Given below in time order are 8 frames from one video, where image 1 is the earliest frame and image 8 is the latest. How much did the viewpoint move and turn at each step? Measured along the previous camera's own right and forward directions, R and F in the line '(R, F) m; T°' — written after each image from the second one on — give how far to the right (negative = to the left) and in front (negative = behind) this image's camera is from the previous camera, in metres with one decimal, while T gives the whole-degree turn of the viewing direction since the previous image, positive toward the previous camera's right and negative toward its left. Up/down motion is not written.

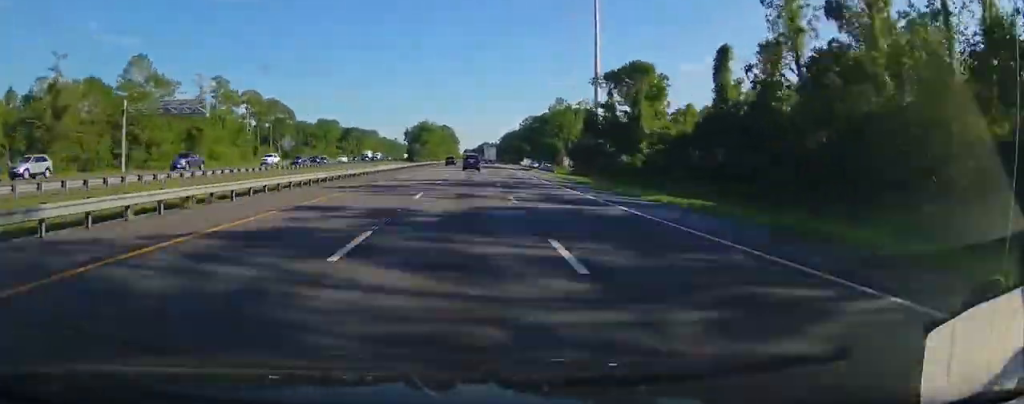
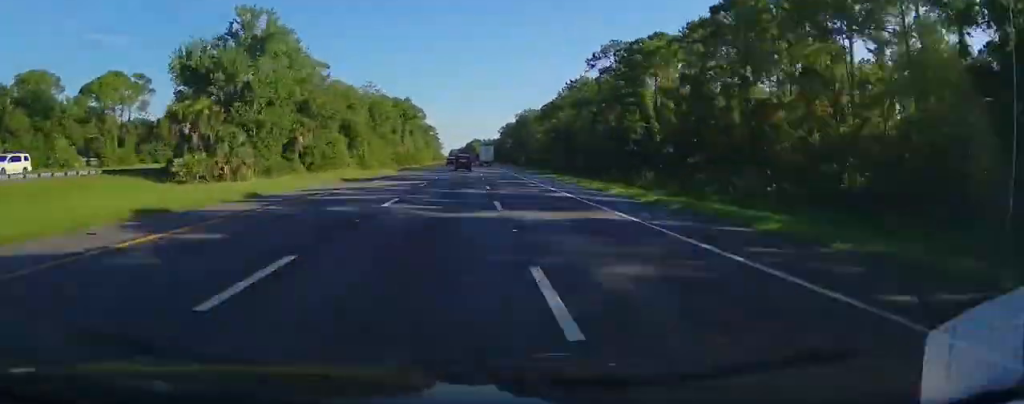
(+0.9, +146.5) m; 0°
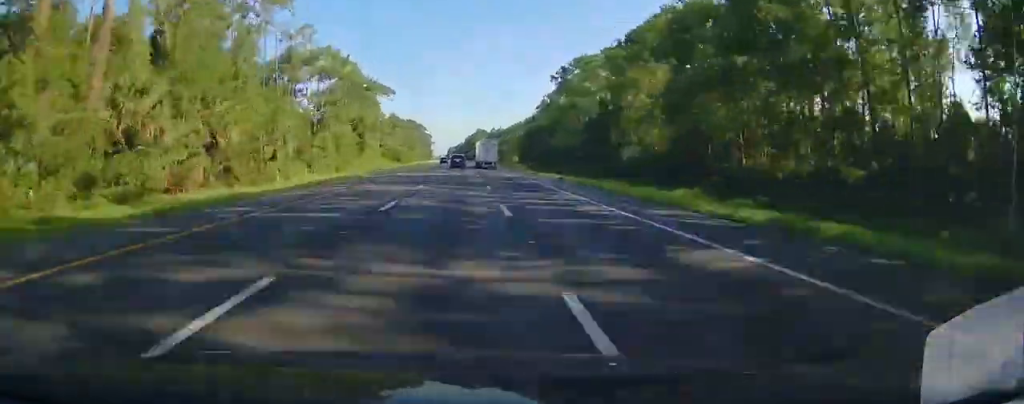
(-1.5, +166.9) m; -1°
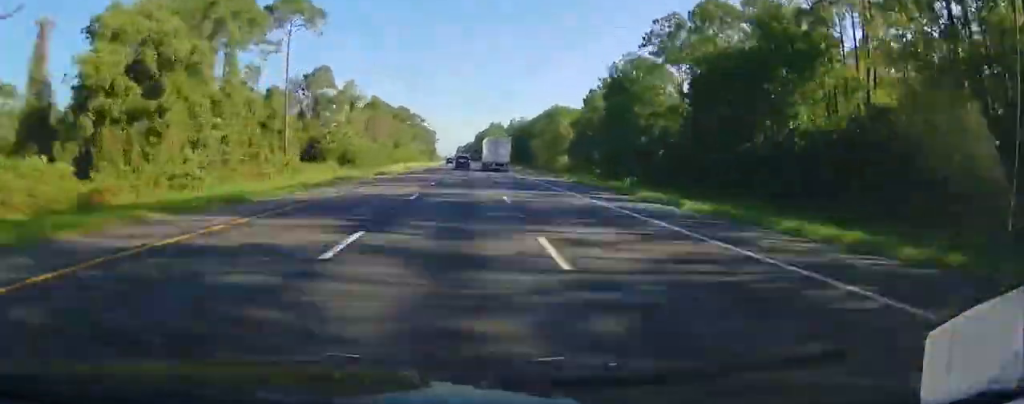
(-0.5, +74.7) m; -1°
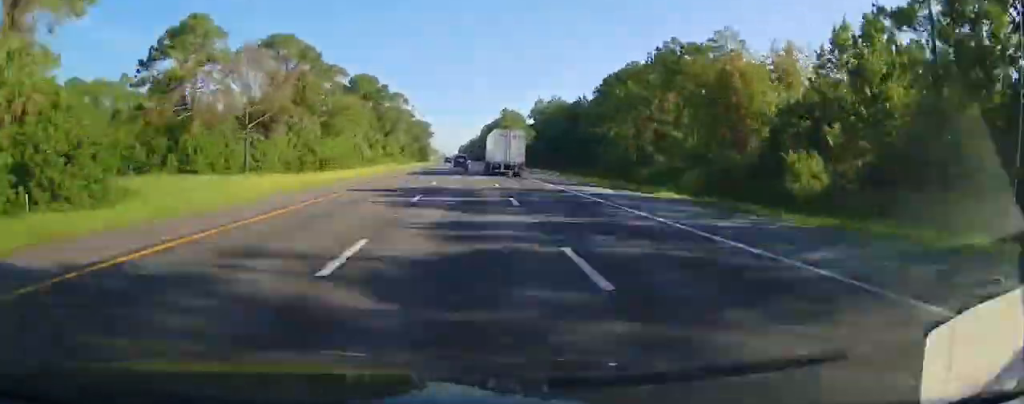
(-0.6, +80.7) m; 0°
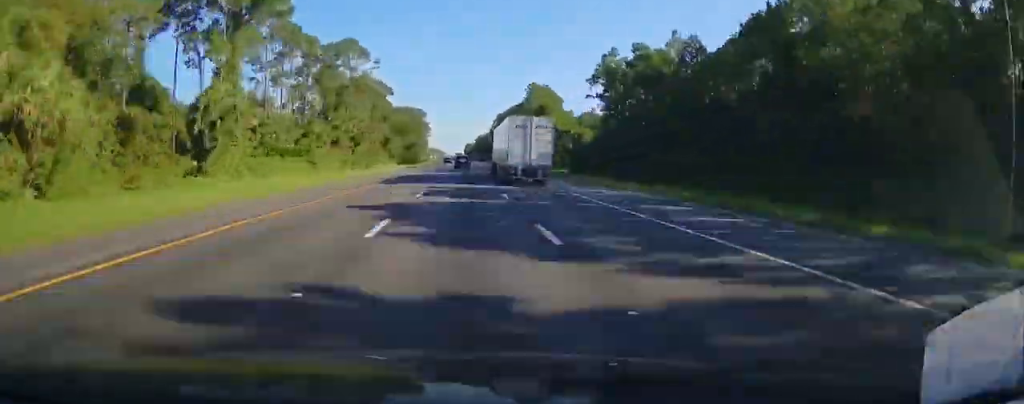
(-0.6, +76.4) m; 0°
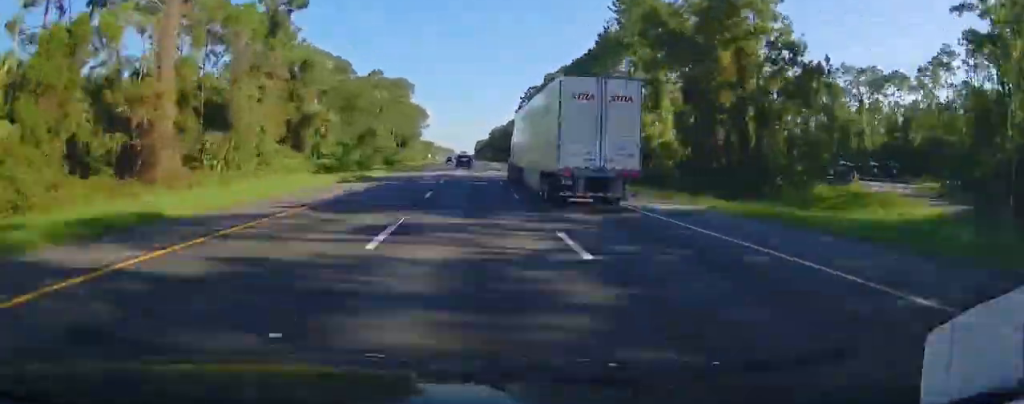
(+0.3, +81.2) m; 0°
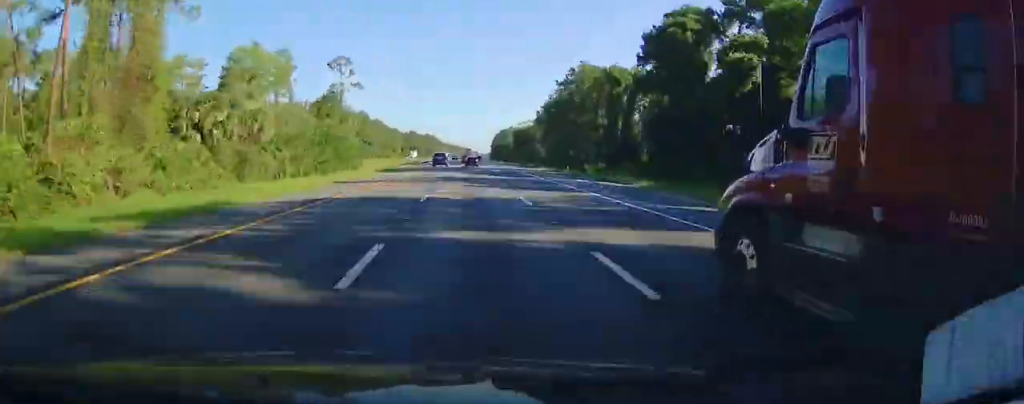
(-2.3, +188.9) m; -1°
